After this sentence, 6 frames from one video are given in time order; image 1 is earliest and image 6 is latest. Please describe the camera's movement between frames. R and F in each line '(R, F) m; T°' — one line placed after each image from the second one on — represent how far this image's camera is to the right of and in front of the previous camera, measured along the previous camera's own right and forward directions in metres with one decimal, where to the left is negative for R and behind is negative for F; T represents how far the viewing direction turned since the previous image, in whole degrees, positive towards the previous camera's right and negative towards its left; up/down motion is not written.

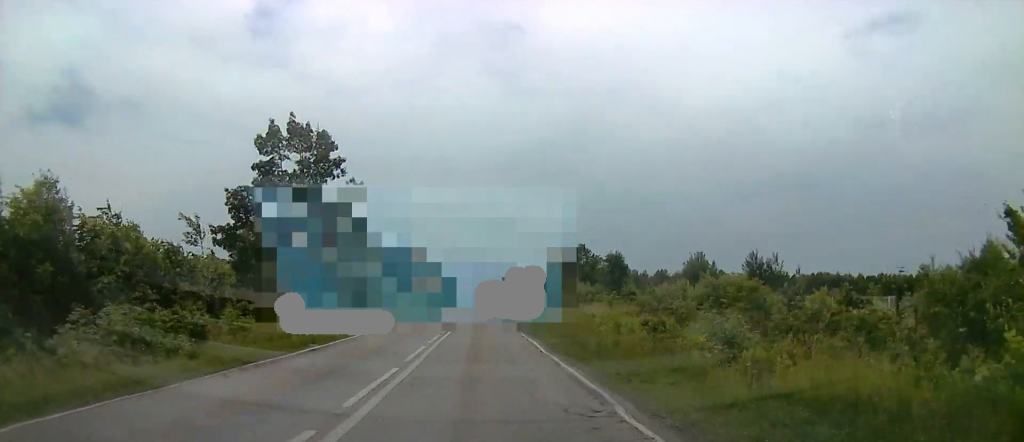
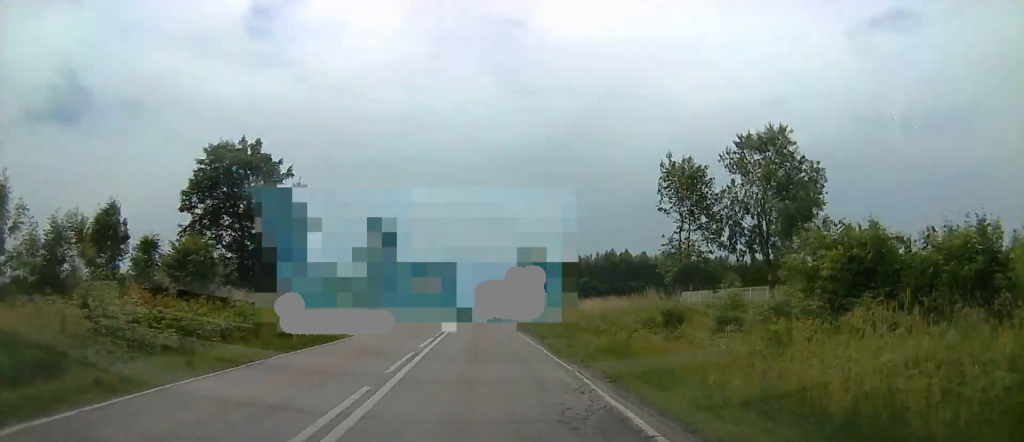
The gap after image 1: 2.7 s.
(-0.1, +67.1) m; 0°
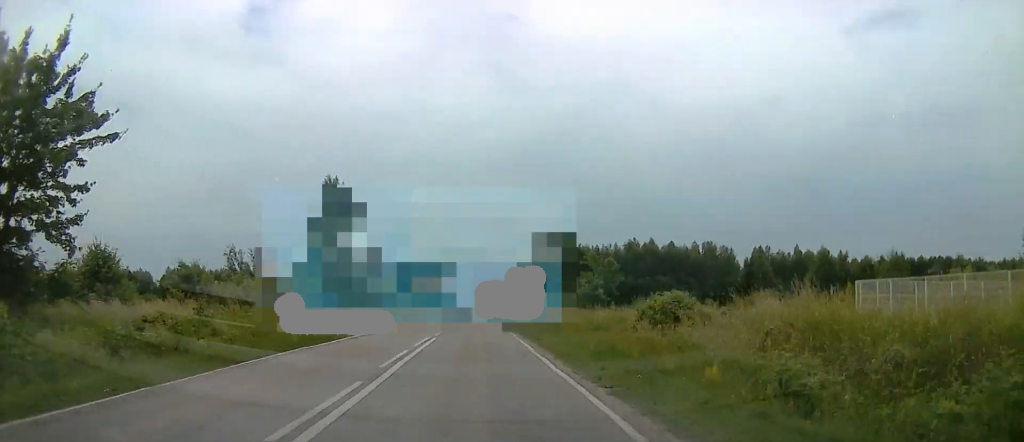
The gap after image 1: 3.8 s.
(0.0, +29.3) m; 0°
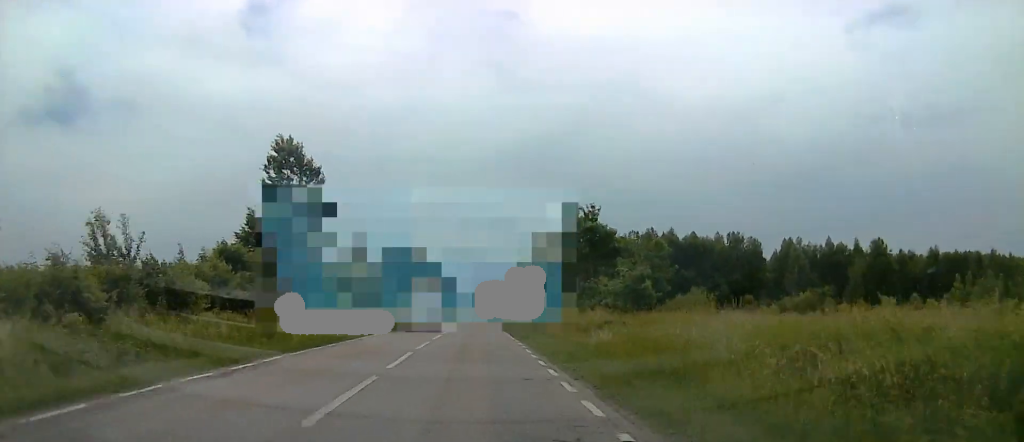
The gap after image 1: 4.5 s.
(0.0, +17.5) m; 0°
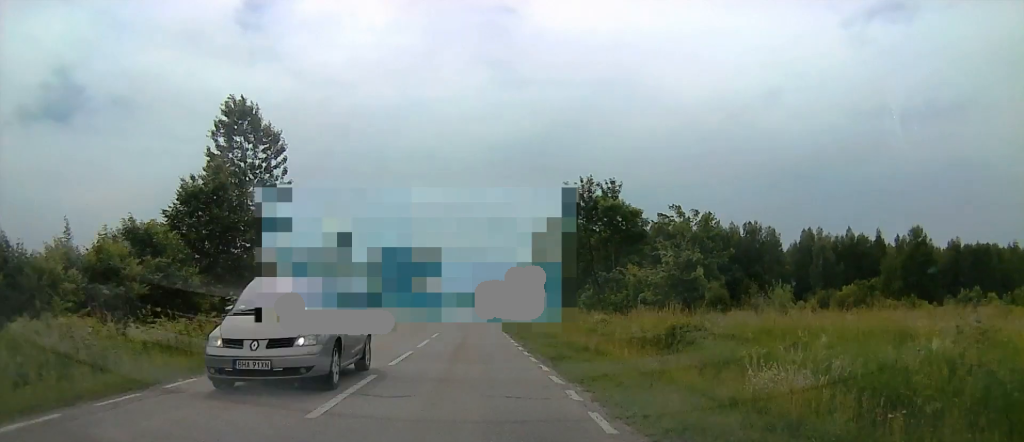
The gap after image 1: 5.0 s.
(0.0, +10.9) m; 0°
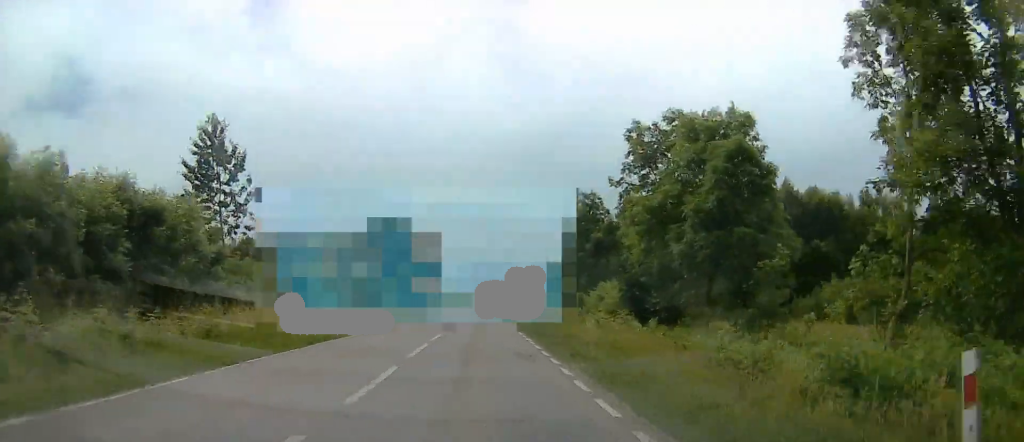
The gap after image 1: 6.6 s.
(0.0, +41.8) m; 0°
